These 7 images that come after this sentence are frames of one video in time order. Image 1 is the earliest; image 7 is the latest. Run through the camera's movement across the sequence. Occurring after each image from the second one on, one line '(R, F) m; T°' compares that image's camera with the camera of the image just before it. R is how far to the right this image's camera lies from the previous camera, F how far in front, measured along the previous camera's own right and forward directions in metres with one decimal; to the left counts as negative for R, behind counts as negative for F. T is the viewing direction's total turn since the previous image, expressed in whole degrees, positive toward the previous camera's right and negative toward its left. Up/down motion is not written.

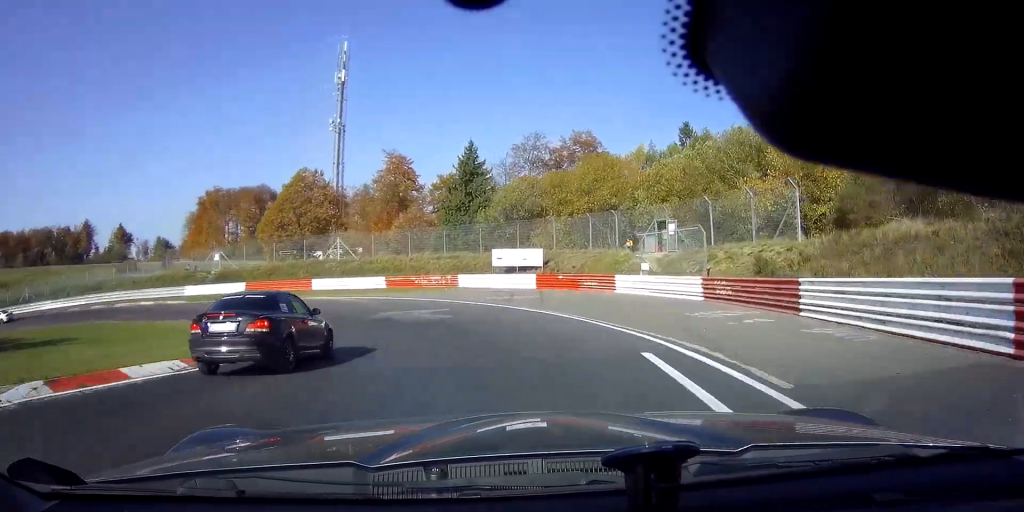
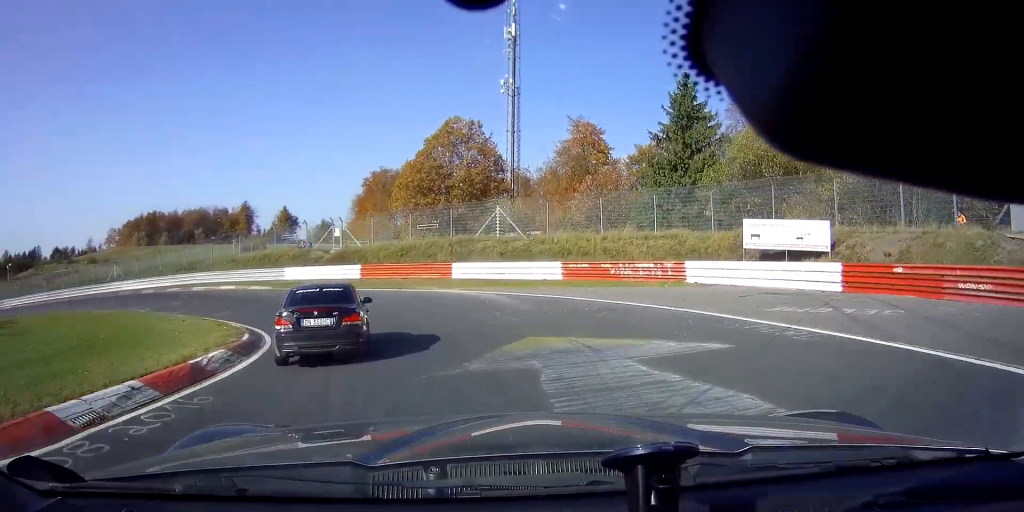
(-2.5, +16.7) m; -23°
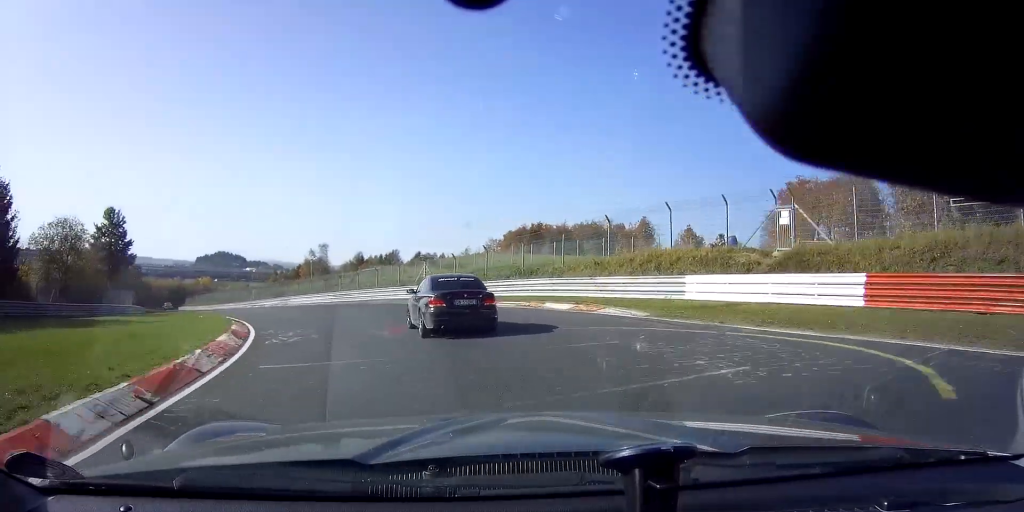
(-8.6, +21.7) m; -41°
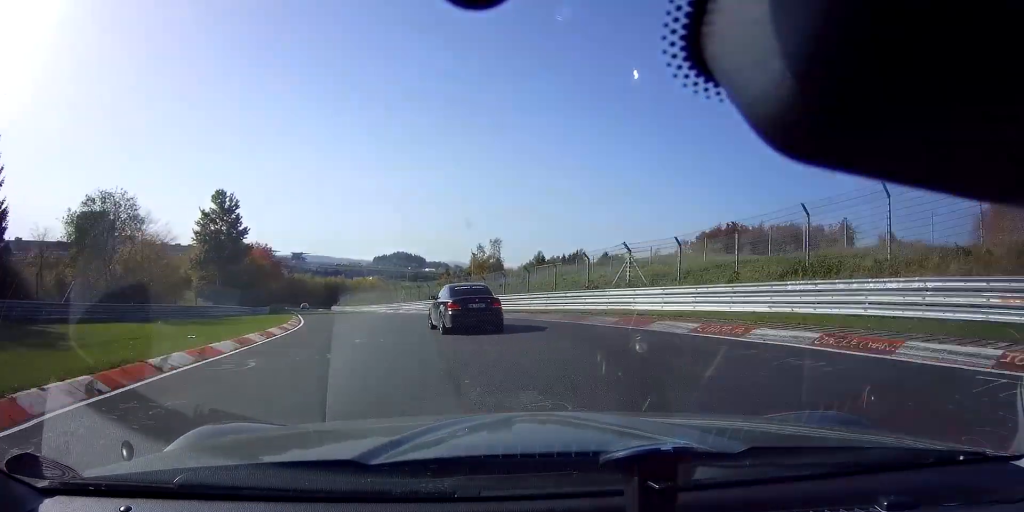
(-3.1, +16.9) m; -18°
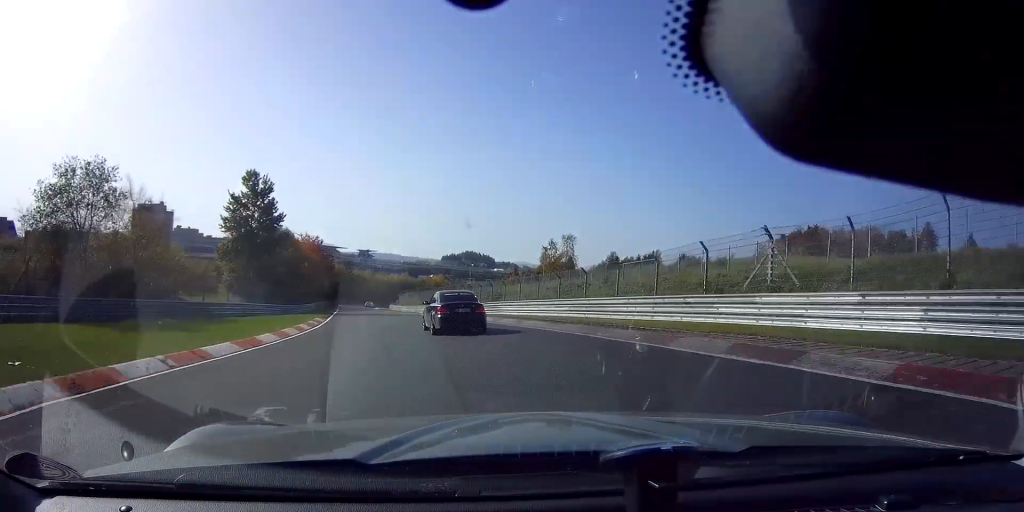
(-0.7, +9.5) m; -7°
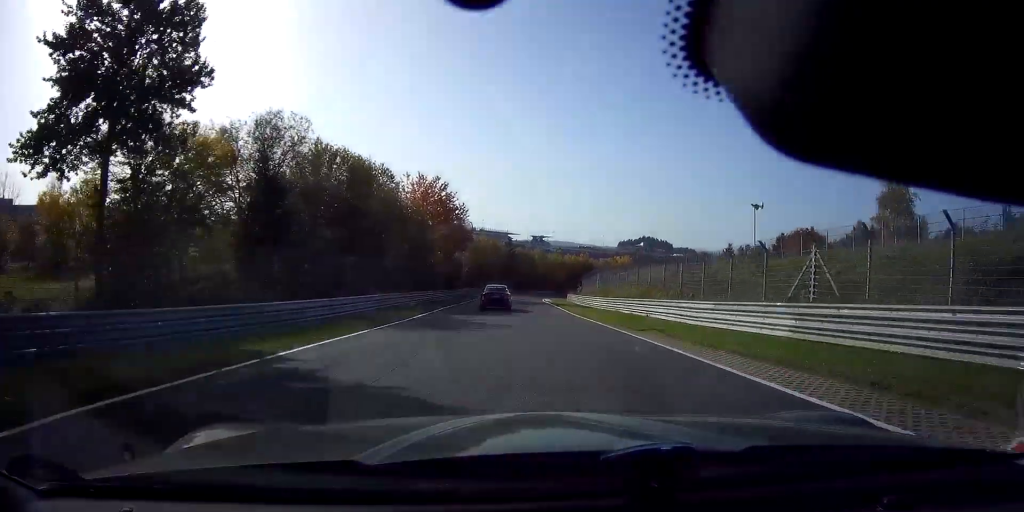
(-8.6, +44.7) m; -16°
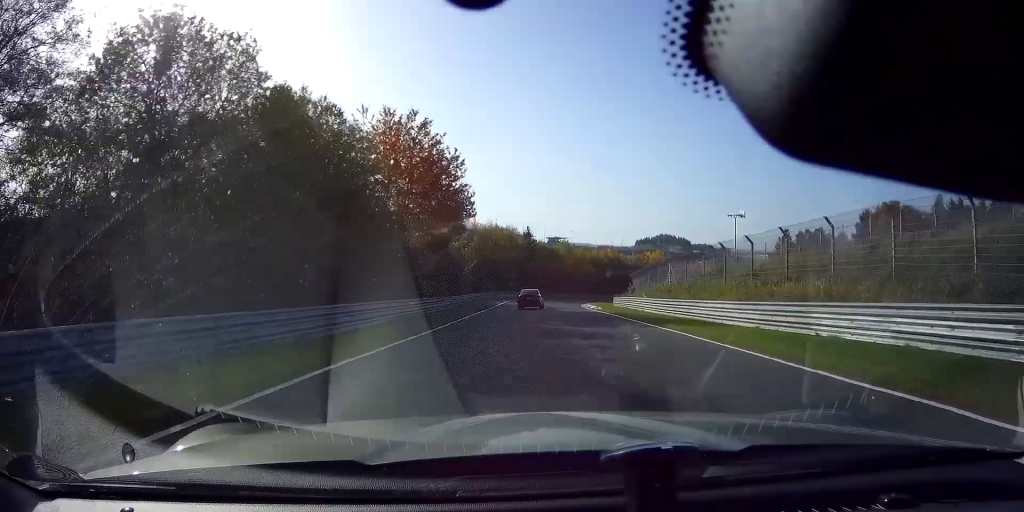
(-0.4, +23.5) m; 0°
